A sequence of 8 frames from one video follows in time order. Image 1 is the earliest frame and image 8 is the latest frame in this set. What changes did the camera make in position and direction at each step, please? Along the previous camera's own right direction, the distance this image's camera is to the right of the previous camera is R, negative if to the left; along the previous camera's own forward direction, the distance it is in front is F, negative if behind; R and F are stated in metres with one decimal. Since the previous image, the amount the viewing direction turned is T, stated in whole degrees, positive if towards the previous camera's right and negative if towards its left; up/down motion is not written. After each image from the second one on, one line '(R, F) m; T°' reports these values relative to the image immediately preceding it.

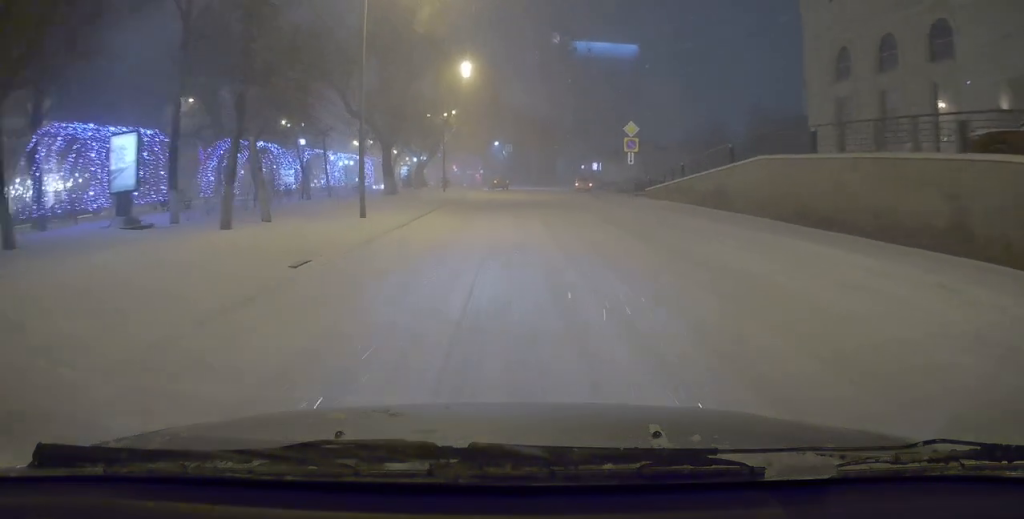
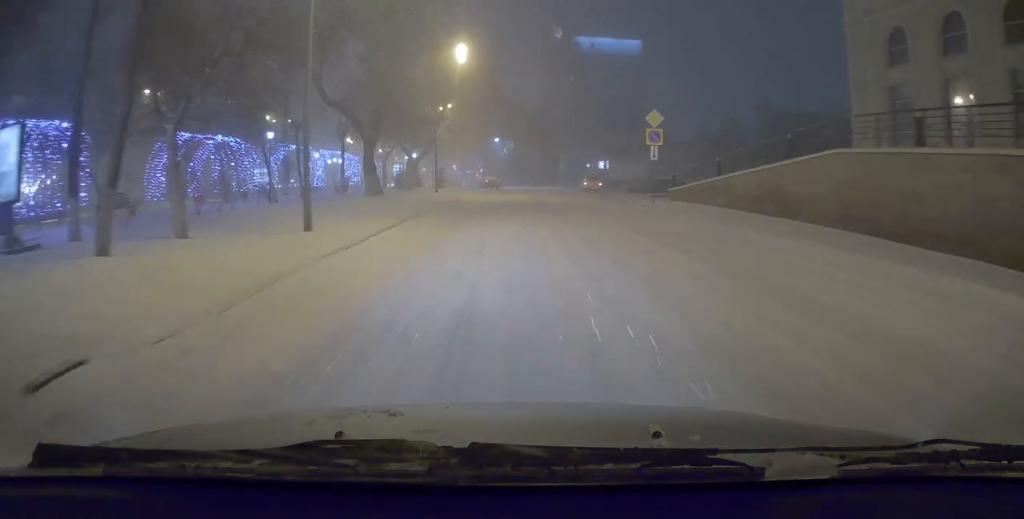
(+0.1, +5.5) m; 0°
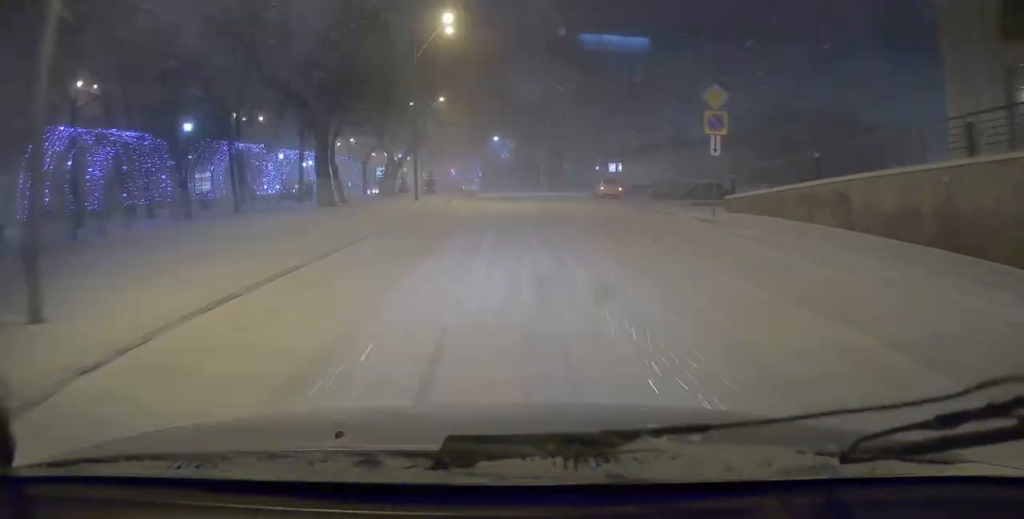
(0.0, +8.9) m; -1°
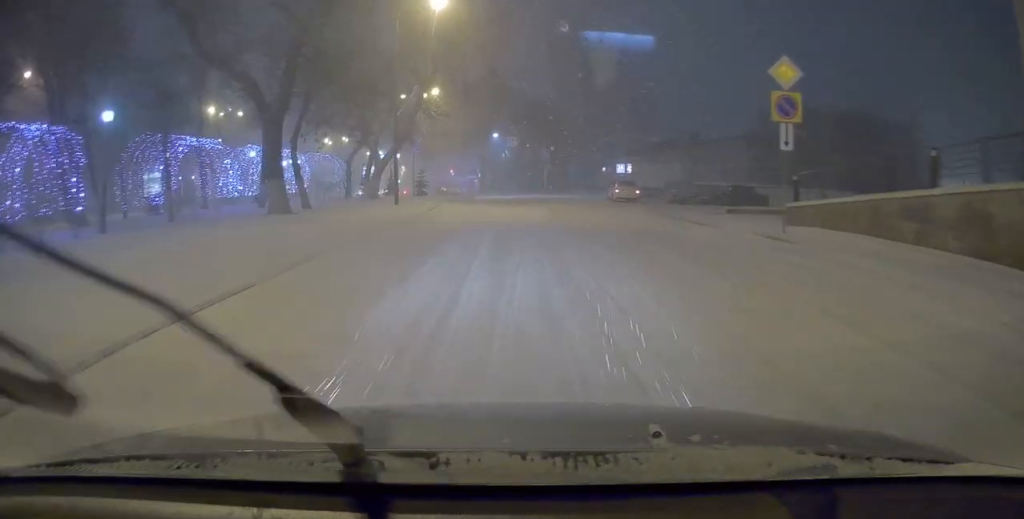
(0.0, +5.7) m; -1°
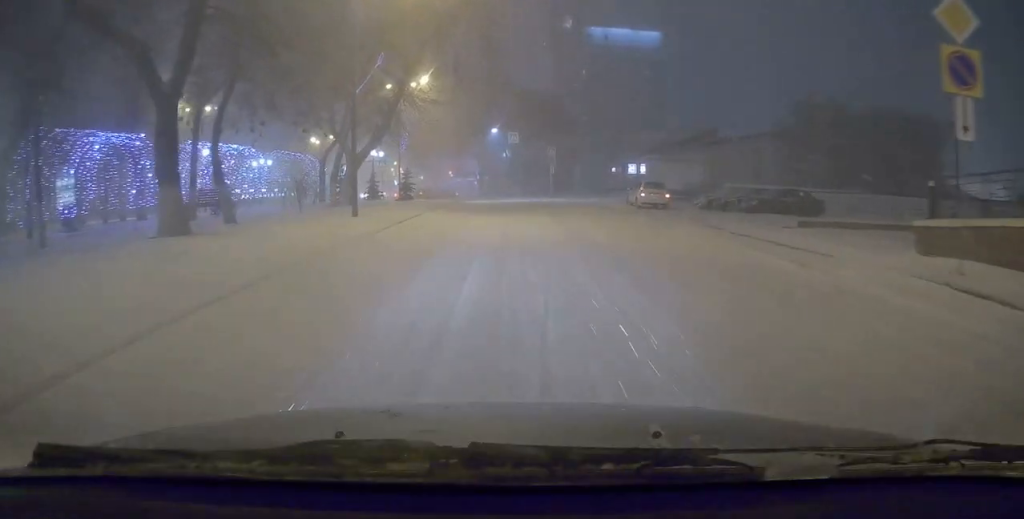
(-0.1, +7.1) m; -1°
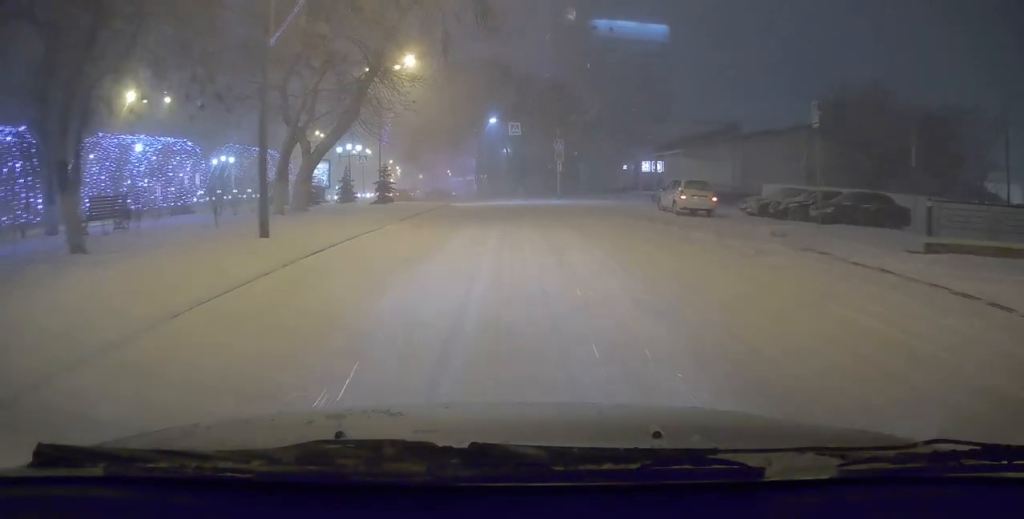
(0.0, +7.2) m; 0°
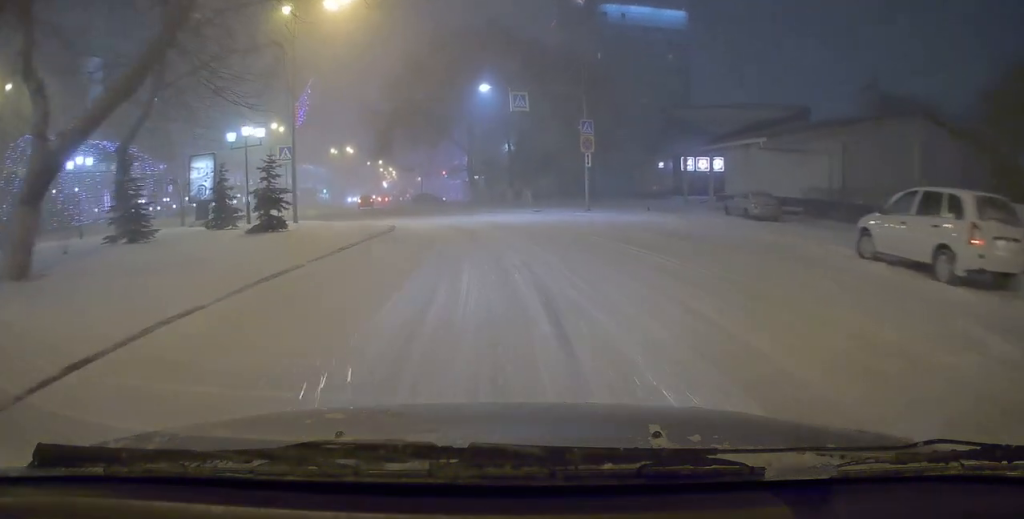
(+0.3, +16.1) m; +2°
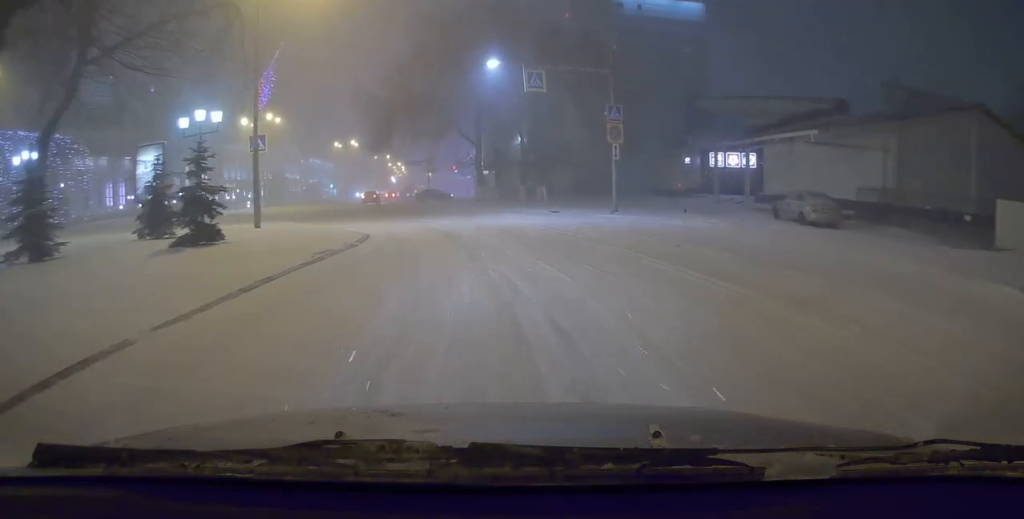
(+0.3, +4.8) m; -1°
